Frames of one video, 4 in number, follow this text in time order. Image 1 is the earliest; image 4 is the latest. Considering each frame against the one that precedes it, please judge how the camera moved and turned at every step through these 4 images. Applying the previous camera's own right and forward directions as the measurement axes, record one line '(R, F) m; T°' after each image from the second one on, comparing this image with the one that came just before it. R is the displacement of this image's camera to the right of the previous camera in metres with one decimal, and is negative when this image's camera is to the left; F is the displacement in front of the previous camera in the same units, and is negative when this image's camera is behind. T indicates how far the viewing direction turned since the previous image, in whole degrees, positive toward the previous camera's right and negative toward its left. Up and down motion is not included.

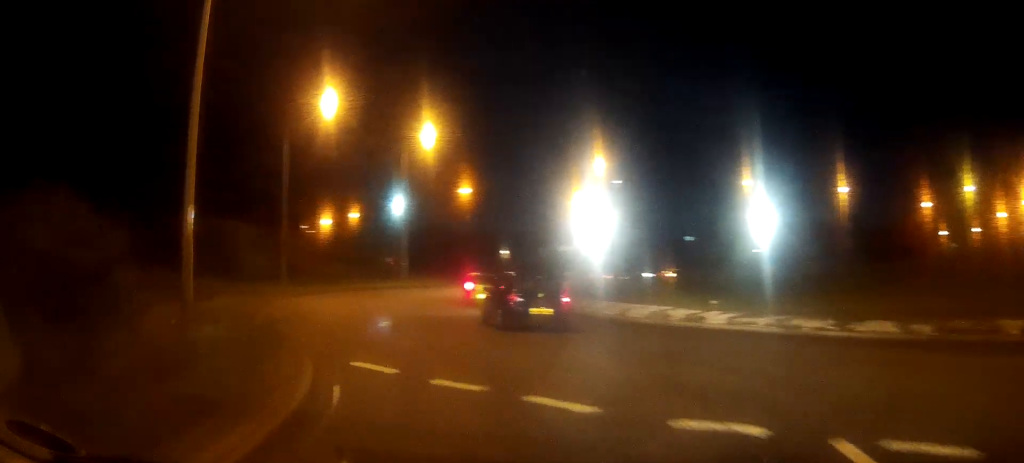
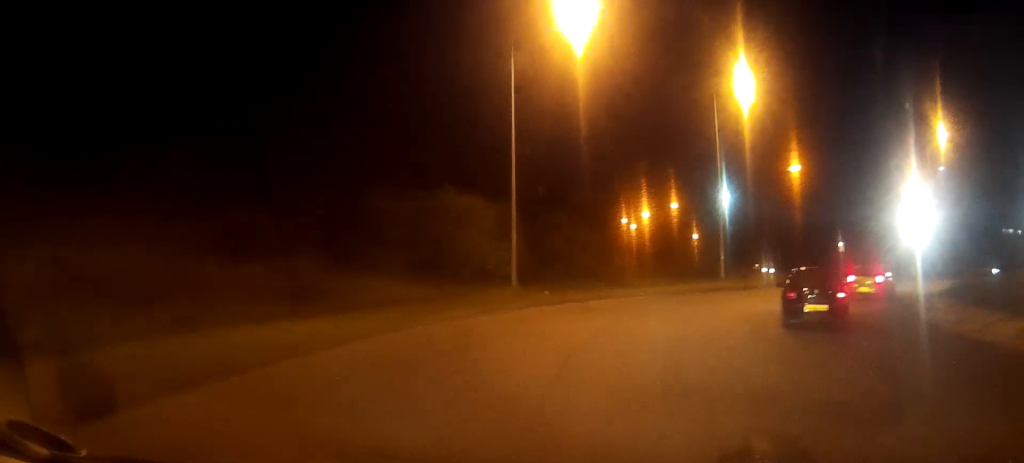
(-3.4, +14.3) m; -26°
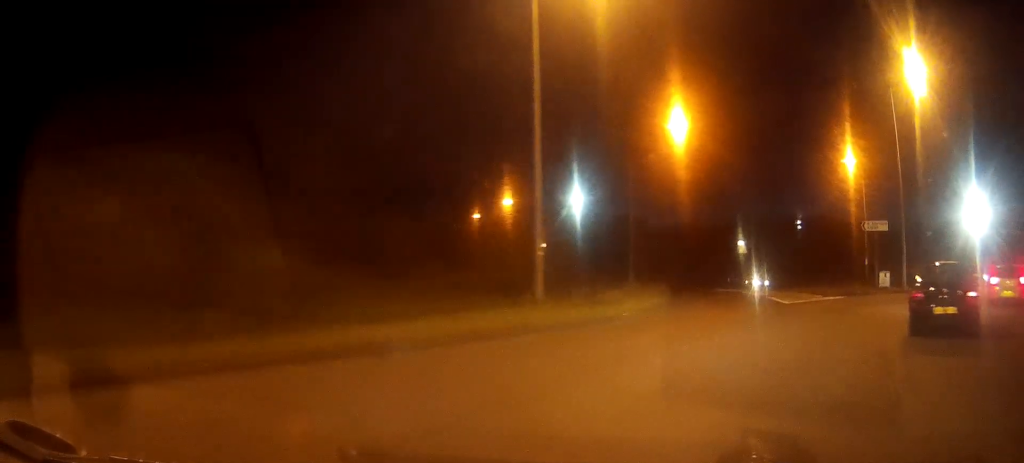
(-2.3, +21.2) m; -2°
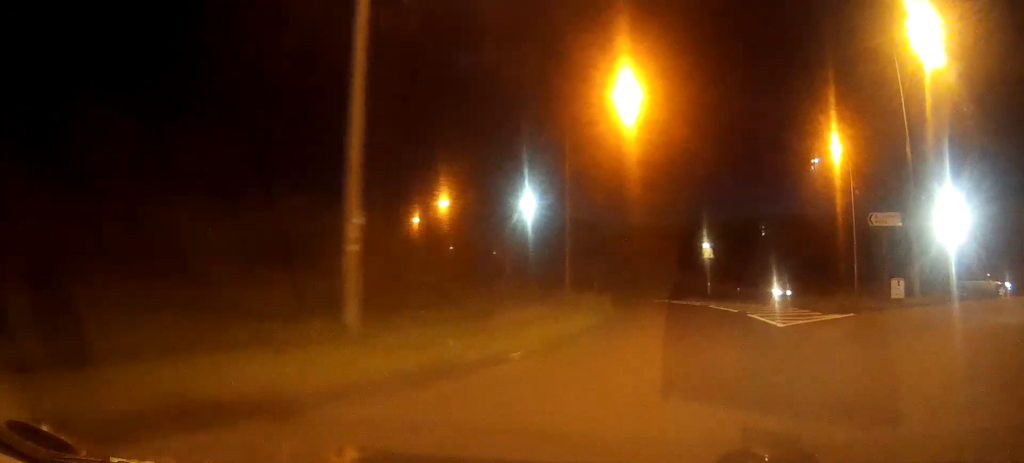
(+0.3, +8.3) m; +4°
